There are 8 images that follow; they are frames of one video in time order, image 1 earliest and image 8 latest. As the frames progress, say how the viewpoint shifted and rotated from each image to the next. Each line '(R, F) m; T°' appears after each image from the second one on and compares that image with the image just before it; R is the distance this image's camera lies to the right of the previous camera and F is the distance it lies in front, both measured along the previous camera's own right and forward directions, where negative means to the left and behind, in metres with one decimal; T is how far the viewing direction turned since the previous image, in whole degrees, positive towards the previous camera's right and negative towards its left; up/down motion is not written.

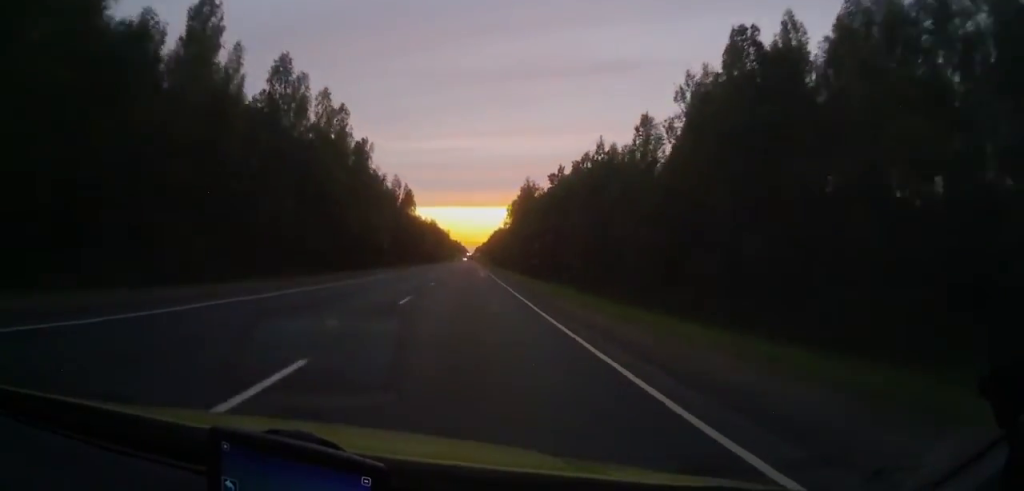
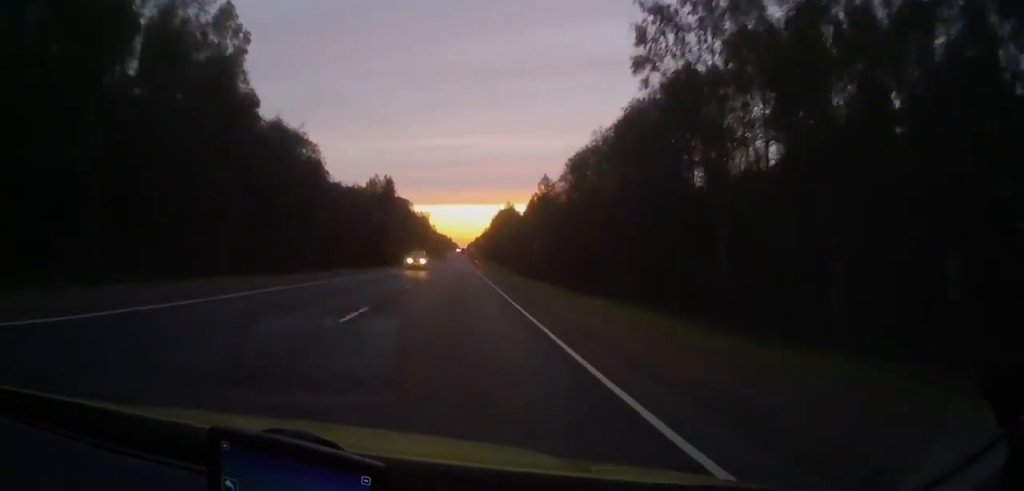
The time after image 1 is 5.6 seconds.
(+0.9, +151.8) m; 0°
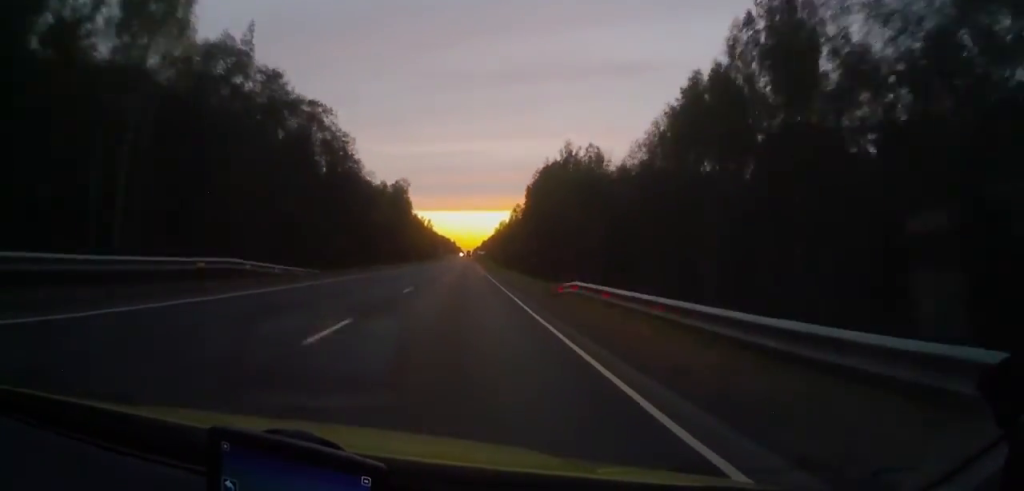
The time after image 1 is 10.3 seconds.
(-0.3, +123.6) m; 0°
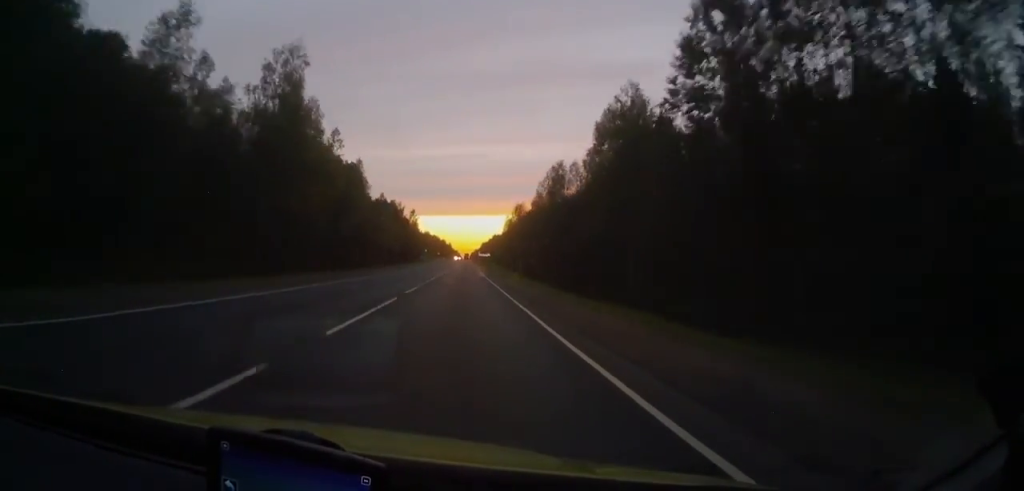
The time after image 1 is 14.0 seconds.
(-0.1, +109.2) m; 0°
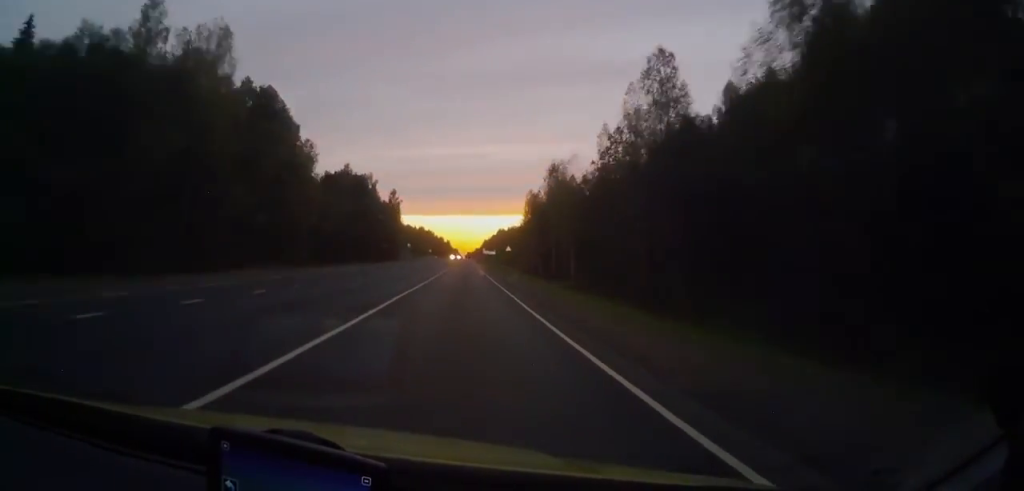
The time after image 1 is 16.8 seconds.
(0.0, +85.0) m; 0°
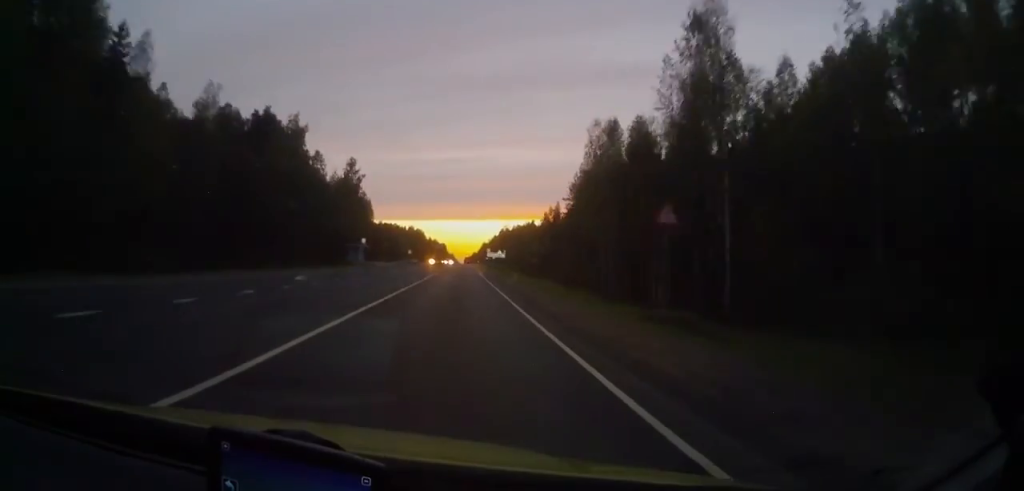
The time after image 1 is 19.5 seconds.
(0.0, +81.1) m; 0°
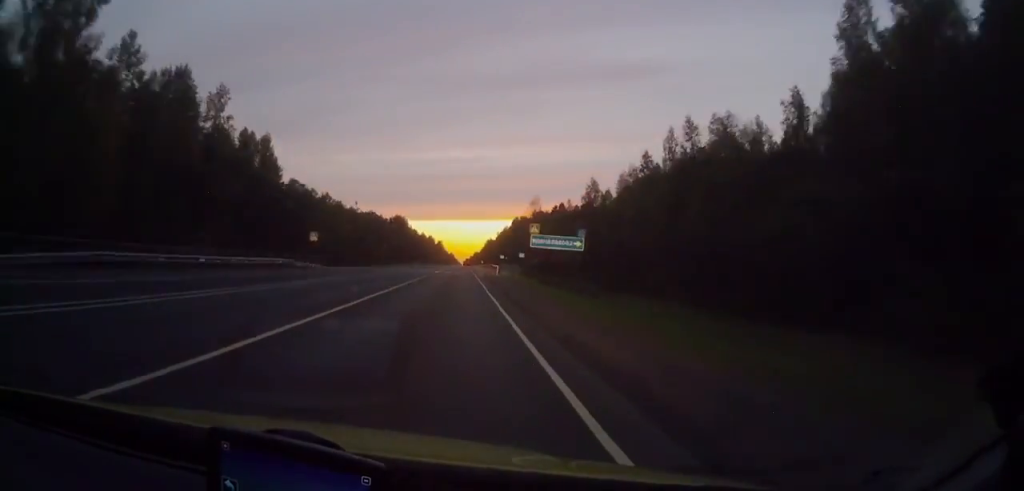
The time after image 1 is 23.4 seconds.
(-0.1, +113.0) m; 0°
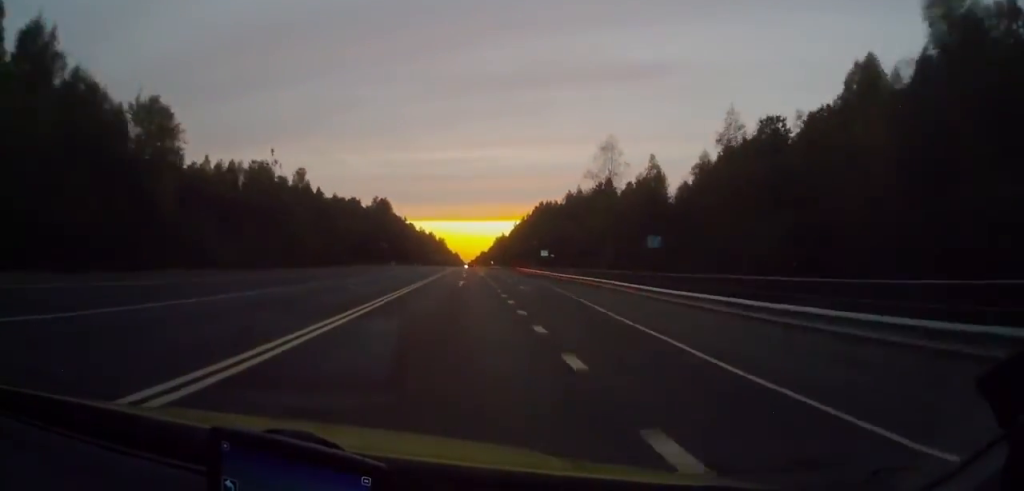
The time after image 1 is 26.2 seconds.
(-0.1, +78.9) m; 0°
